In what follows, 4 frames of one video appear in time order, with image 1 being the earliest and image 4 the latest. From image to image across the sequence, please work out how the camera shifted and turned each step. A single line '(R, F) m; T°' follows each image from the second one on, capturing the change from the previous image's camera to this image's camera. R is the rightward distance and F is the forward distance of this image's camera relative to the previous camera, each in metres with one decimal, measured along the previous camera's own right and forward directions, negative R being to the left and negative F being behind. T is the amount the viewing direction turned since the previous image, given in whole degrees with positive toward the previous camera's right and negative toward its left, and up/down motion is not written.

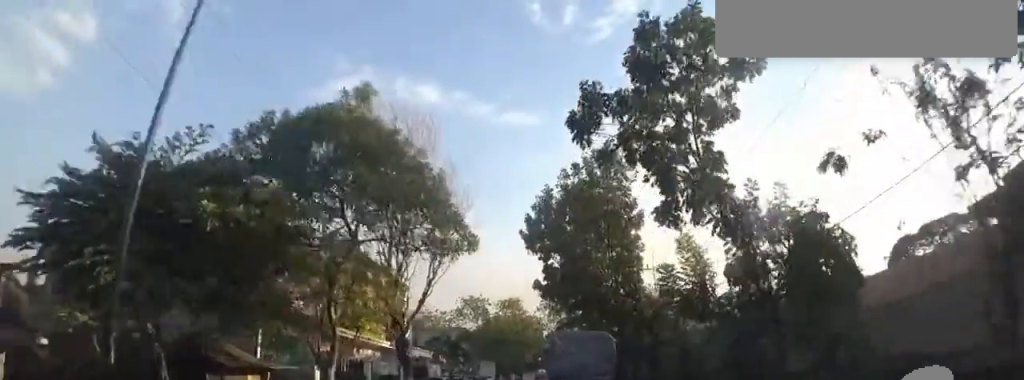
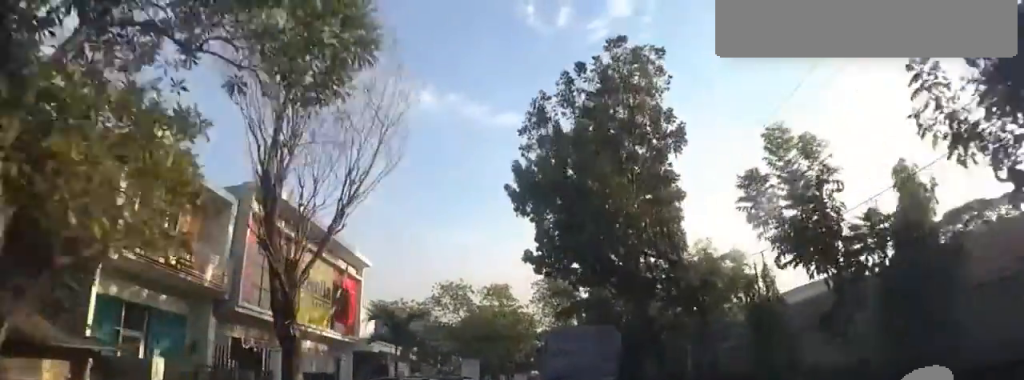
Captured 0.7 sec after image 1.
(-0.3, +7.6) m; +5°
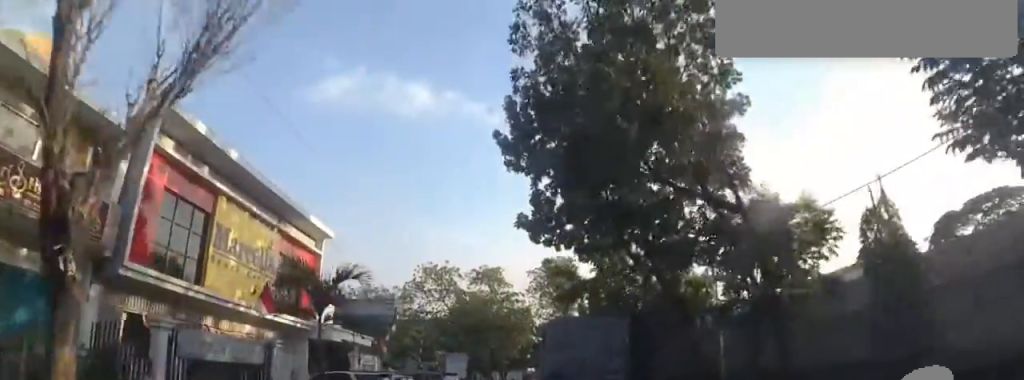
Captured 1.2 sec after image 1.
(+0.6, +5.0) m; 0°
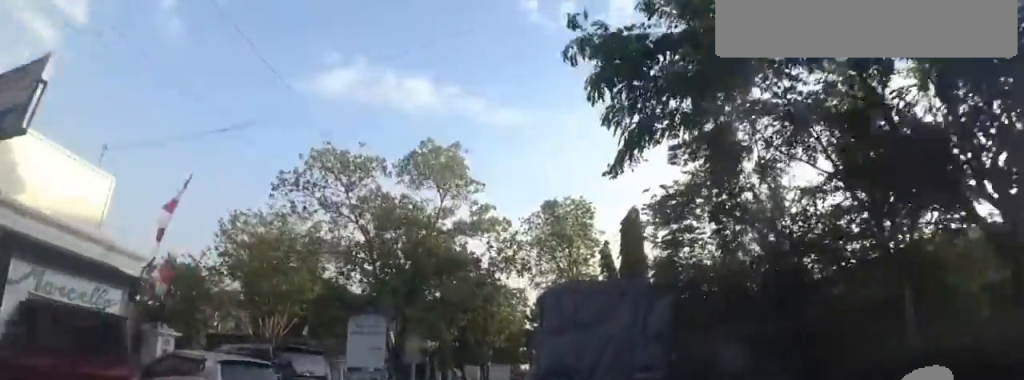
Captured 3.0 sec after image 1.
(-0.5, +16.9) m; -3°
